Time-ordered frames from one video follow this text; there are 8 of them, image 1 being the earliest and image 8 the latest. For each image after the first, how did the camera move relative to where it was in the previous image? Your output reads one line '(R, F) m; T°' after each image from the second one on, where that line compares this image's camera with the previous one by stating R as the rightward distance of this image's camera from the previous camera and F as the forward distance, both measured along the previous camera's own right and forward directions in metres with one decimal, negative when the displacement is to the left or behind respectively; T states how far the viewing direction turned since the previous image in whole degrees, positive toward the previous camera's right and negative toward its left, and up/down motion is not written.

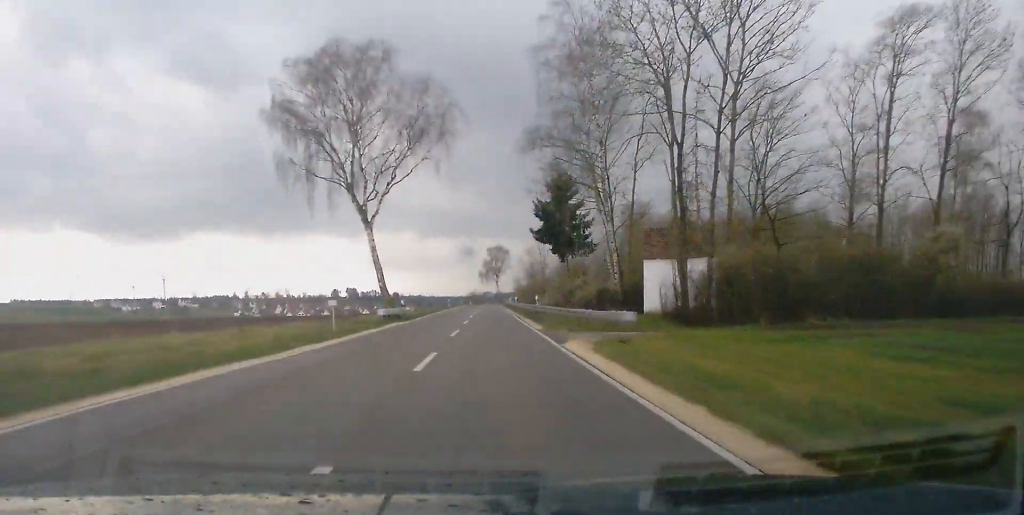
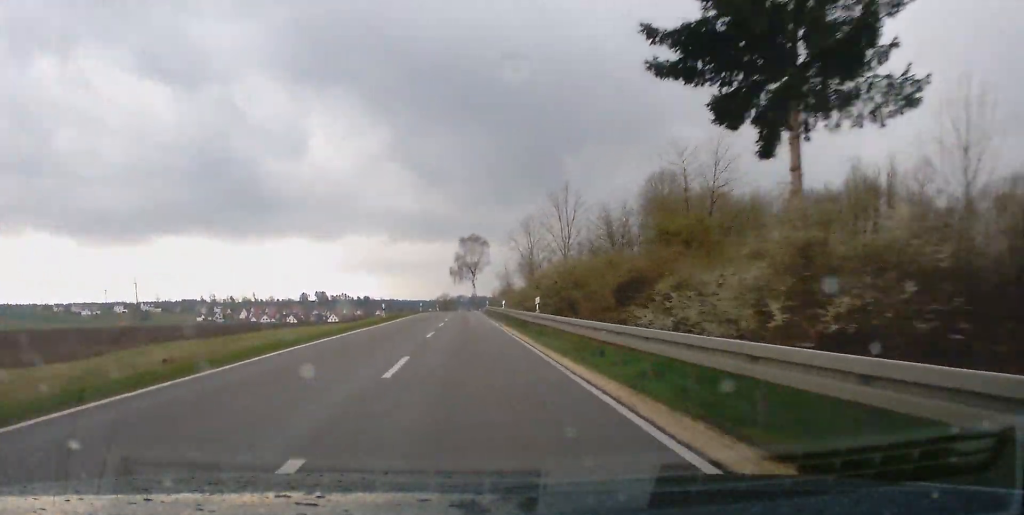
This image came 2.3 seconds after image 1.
(+1.6, +46.6) m; +2°
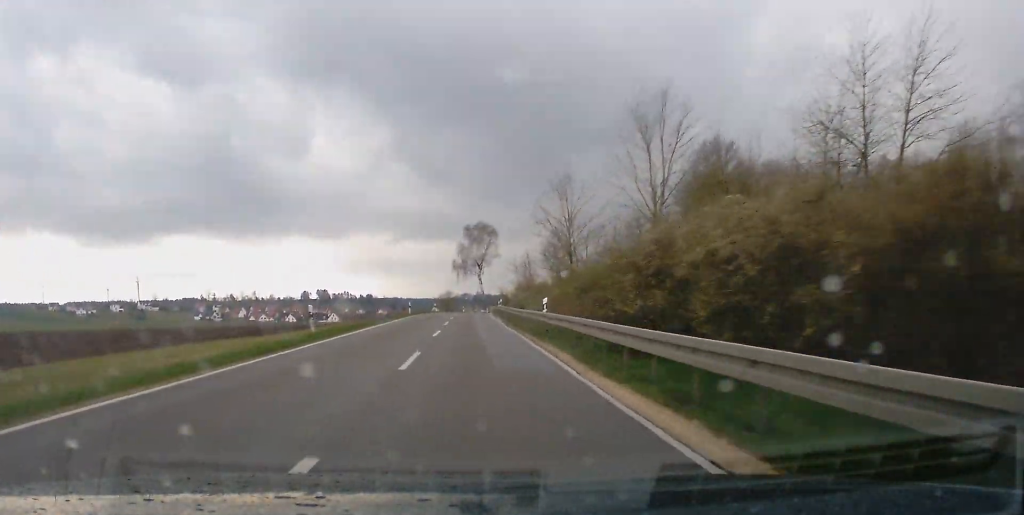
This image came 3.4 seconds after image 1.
(0.0, +24.3) m; +1°
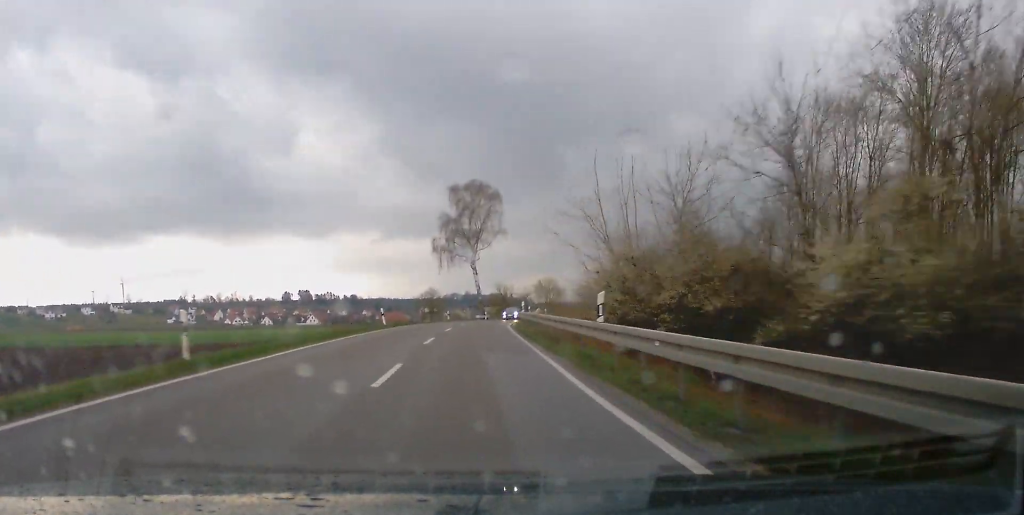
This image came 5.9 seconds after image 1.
(+0.8, +51.2) m; +2°
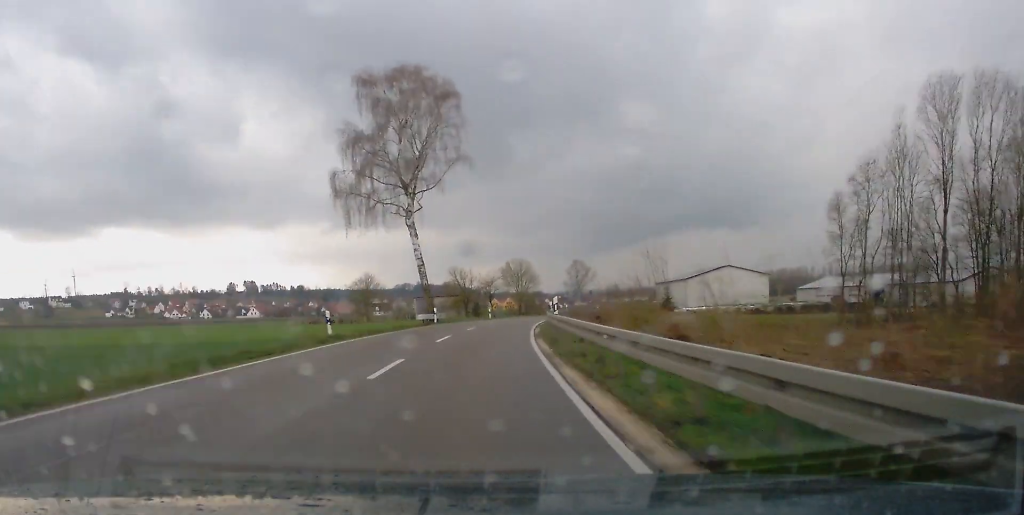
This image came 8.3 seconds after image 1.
(+1.2, +47.6) m; +4°
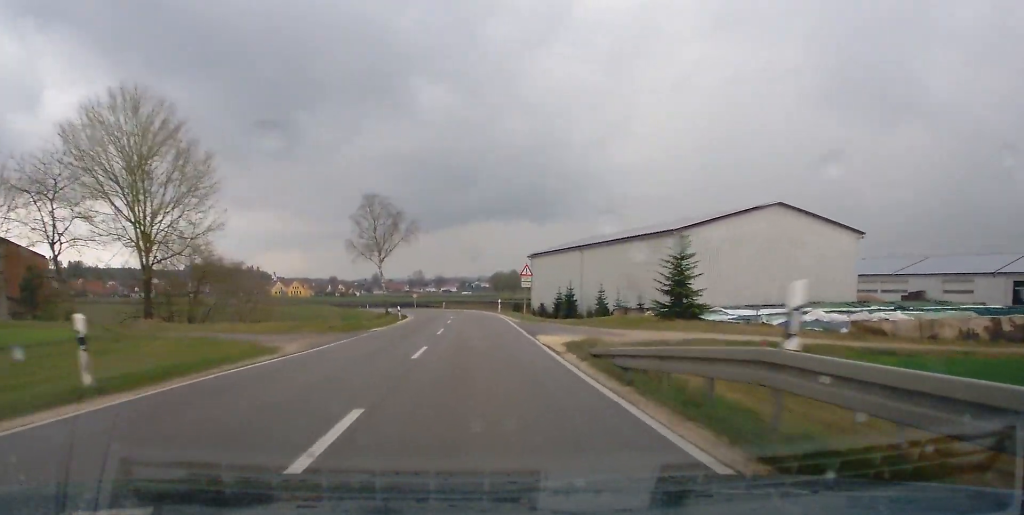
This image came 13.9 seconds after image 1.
(+13.3, +112.7) m; +10°
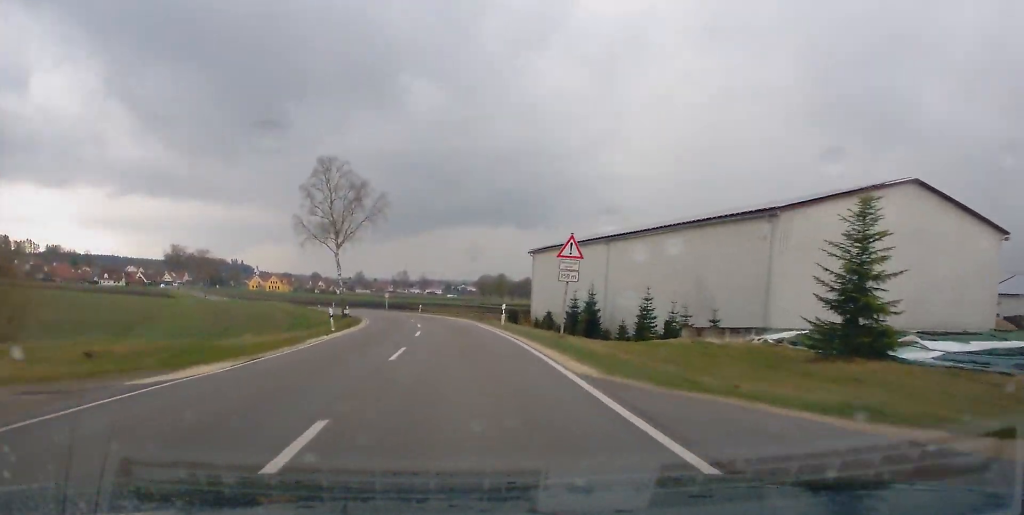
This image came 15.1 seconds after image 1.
(+0.7, +23.7) m; -1°
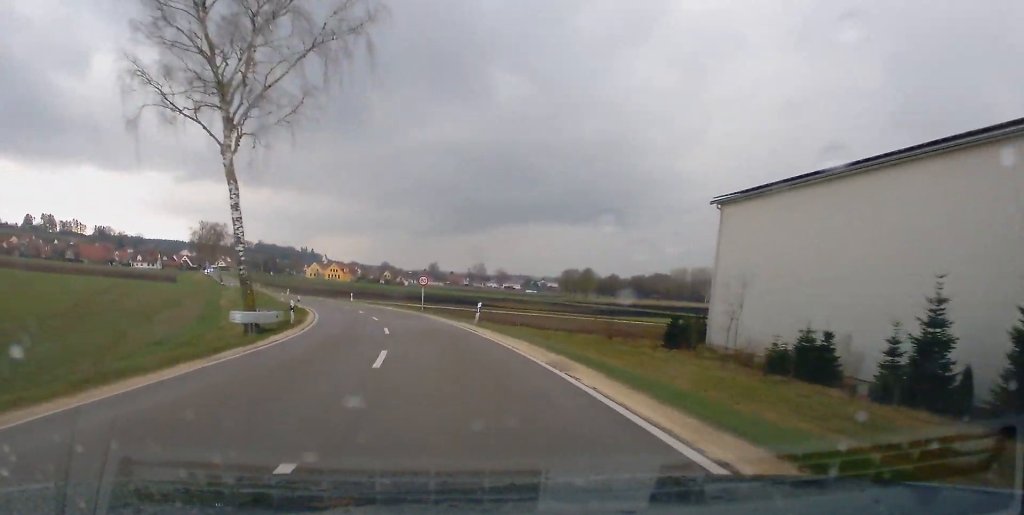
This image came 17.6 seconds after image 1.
(-2.5, +49.5) m; -7°
